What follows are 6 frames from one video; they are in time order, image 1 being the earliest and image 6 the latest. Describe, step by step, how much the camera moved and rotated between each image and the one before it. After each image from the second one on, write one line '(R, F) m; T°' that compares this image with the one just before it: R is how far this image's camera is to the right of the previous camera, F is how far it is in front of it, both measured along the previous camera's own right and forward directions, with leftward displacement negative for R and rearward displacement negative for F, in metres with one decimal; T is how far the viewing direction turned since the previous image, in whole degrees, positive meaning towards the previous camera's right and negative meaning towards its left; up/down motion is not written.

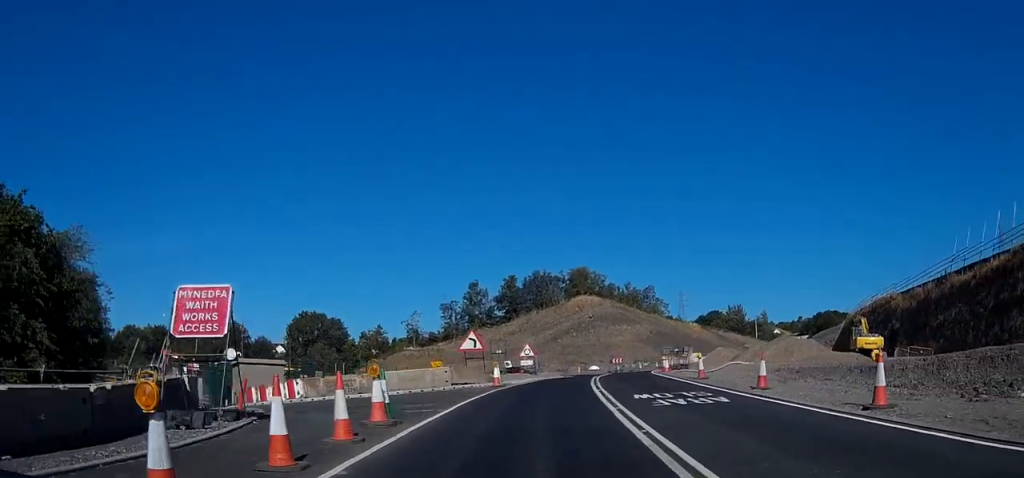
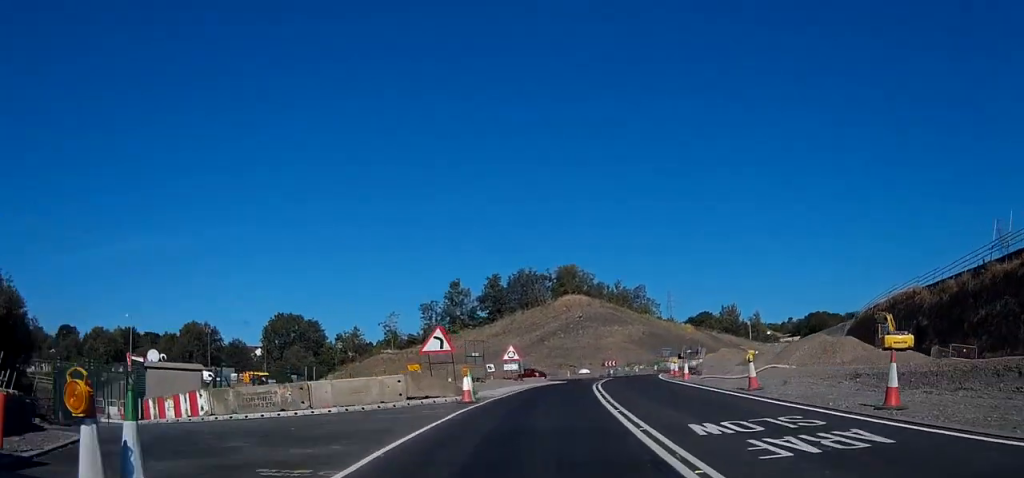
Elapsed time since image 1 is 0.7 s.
(0.0, +8.2) m; +1°
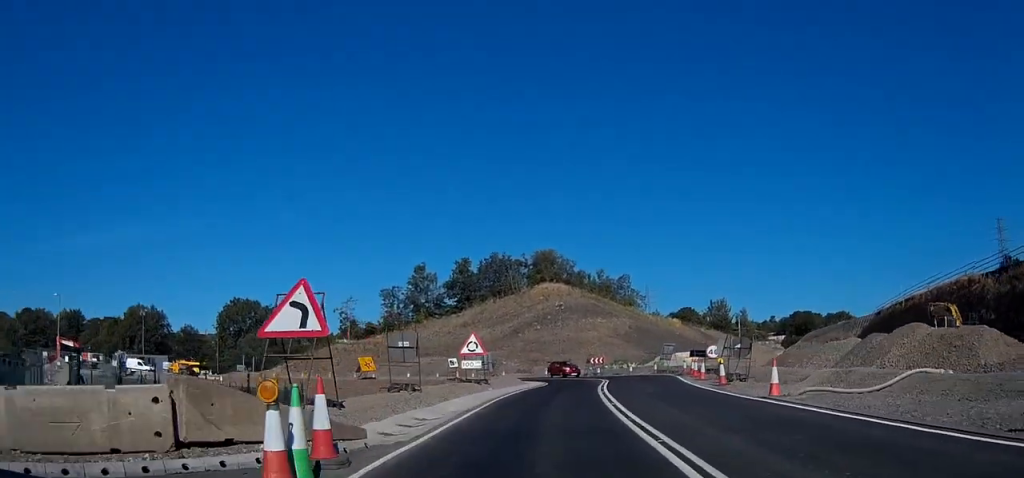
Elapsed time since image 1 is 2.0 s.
(+0.3, +14.4) m; +3°
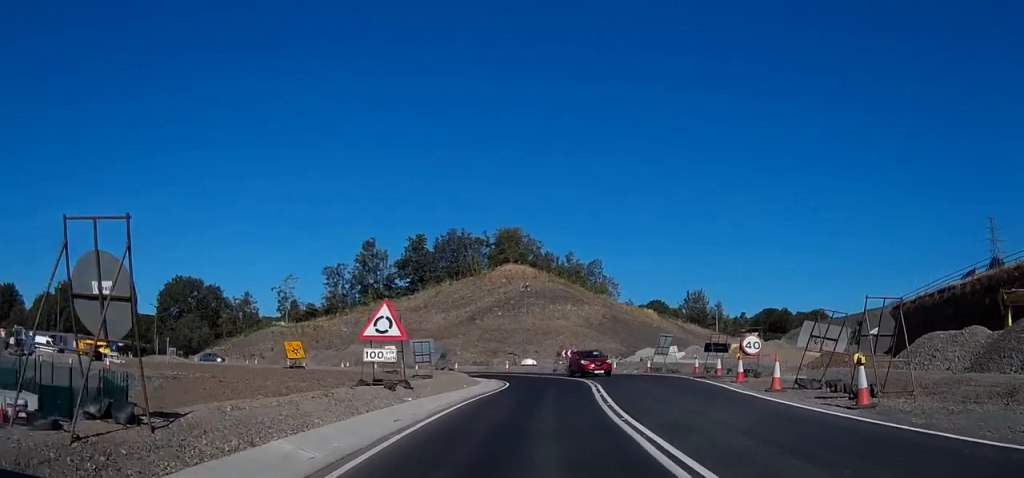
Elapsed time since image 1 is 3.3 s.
(+0.3, +14.1) m; +3°
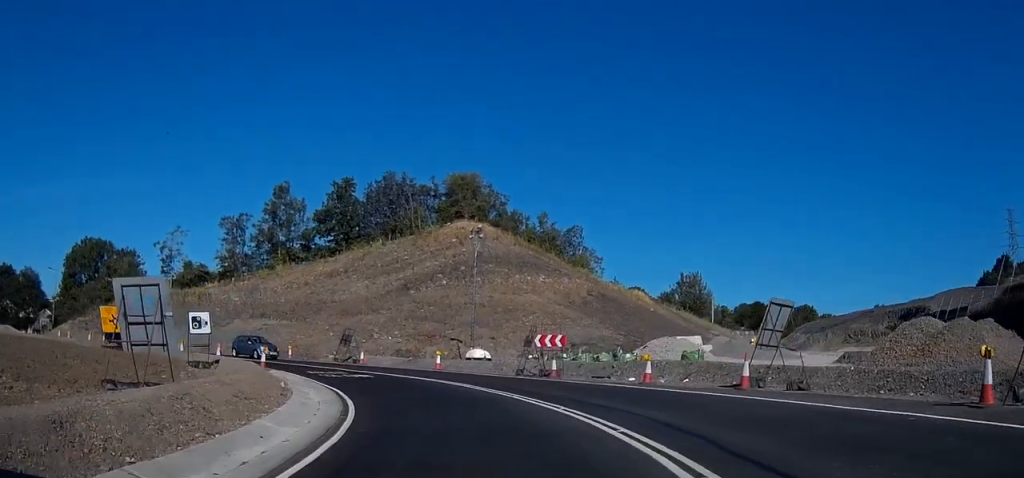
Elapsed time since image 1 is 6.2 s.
(+2.0, +28.9) m; +5°
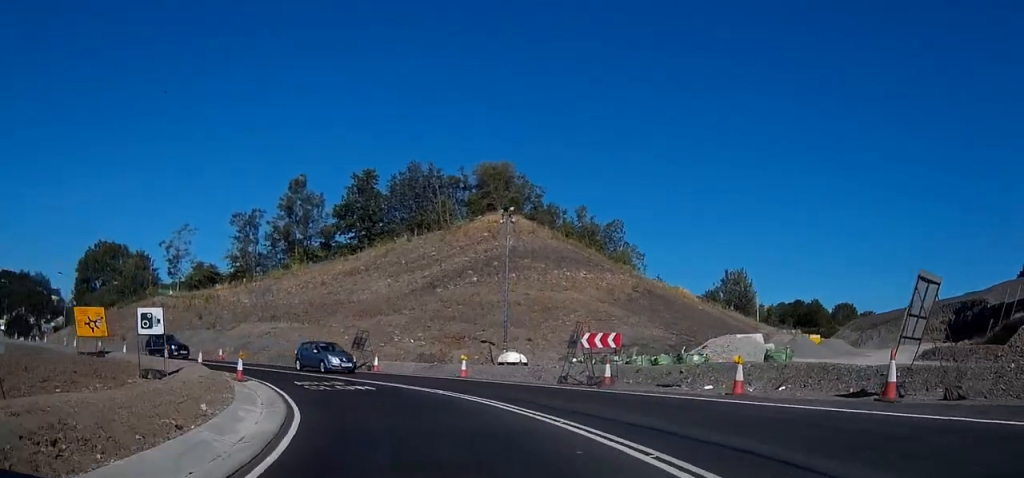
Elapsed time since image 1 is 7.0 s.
(0.0, +7.0) m; -2°
